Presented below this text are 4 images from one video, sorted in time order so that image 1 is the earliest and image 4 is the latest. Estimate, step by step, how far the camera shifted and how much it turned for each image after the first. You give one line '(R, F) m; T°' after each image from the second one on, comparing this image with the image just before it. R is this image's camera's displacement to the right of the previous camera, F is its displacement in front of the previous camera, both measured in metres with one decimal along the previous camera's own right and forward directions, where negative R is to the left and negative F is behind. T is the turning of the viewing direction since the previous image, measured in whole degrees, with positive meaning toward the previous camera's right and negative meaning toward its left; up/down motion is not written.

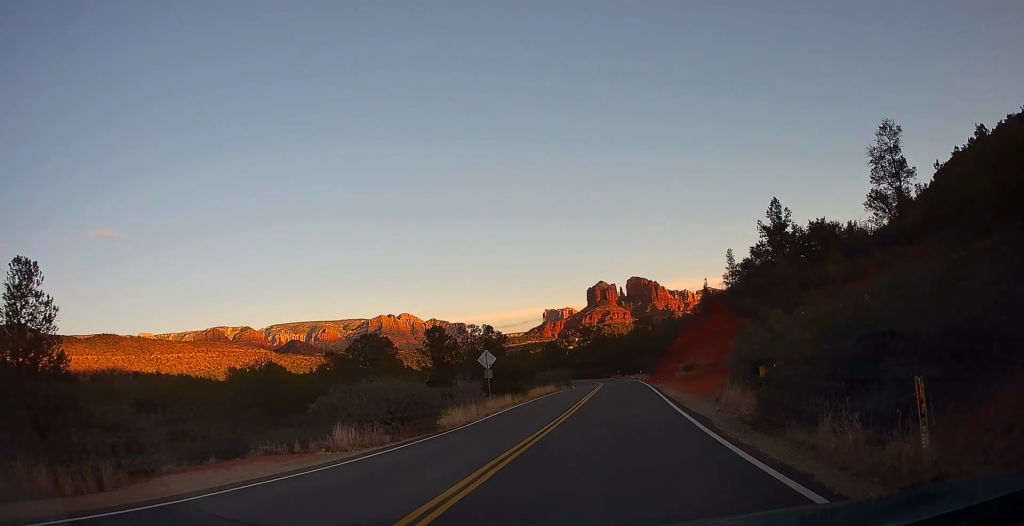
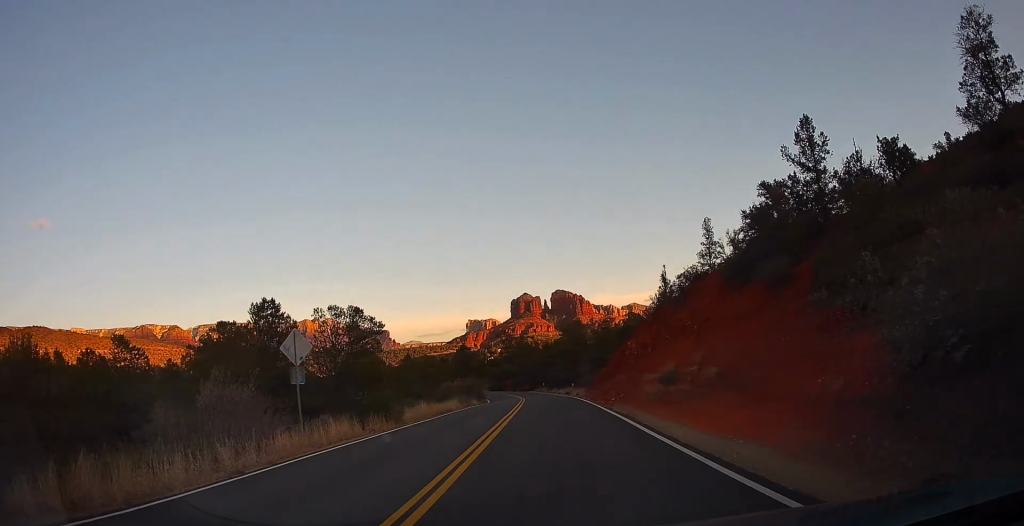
(+1.1, +15.7) m; +7°
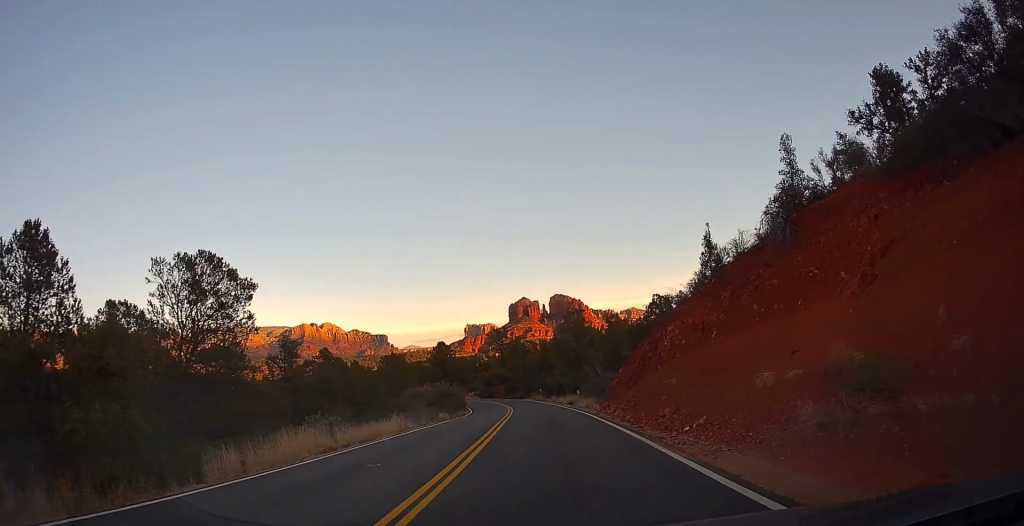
(+0.7, +14.1) m; +2°
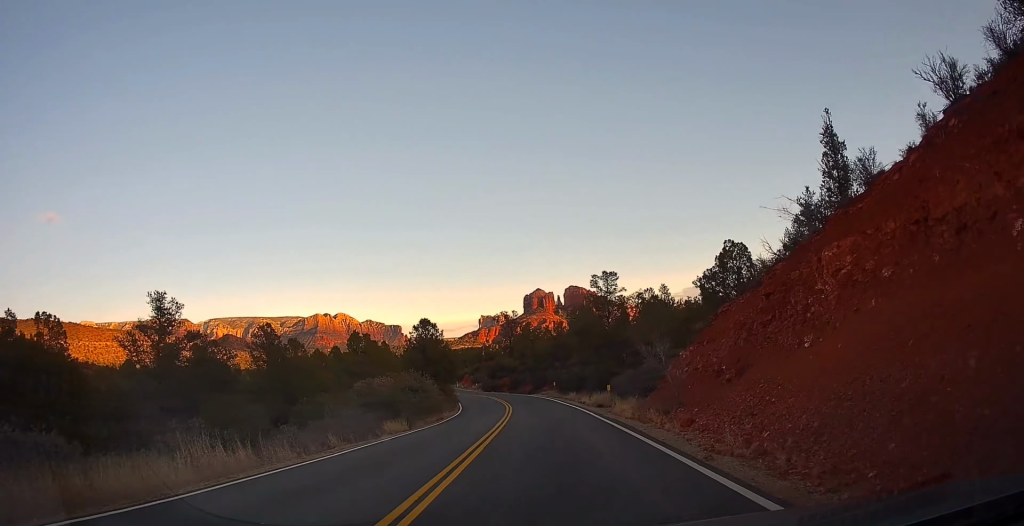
(-0.1, +14.8) m; -2°
